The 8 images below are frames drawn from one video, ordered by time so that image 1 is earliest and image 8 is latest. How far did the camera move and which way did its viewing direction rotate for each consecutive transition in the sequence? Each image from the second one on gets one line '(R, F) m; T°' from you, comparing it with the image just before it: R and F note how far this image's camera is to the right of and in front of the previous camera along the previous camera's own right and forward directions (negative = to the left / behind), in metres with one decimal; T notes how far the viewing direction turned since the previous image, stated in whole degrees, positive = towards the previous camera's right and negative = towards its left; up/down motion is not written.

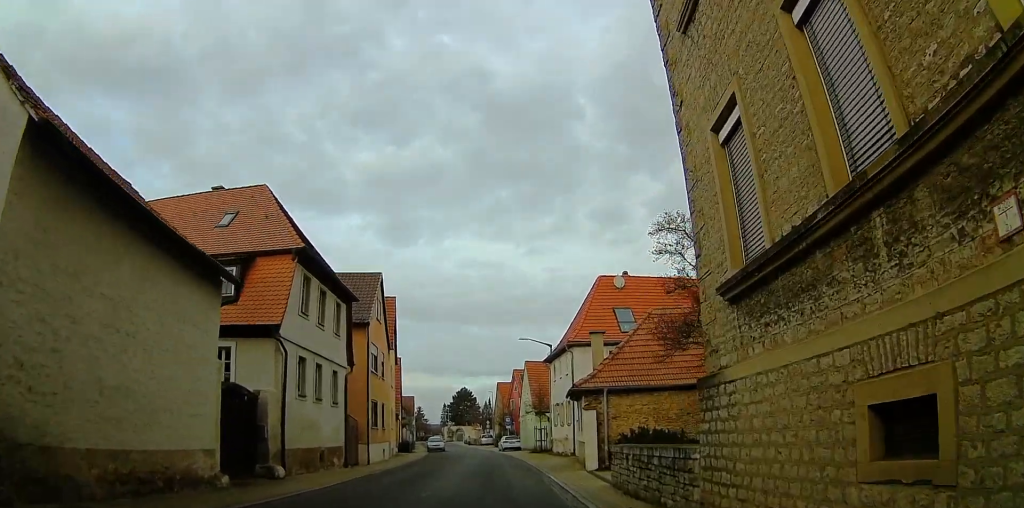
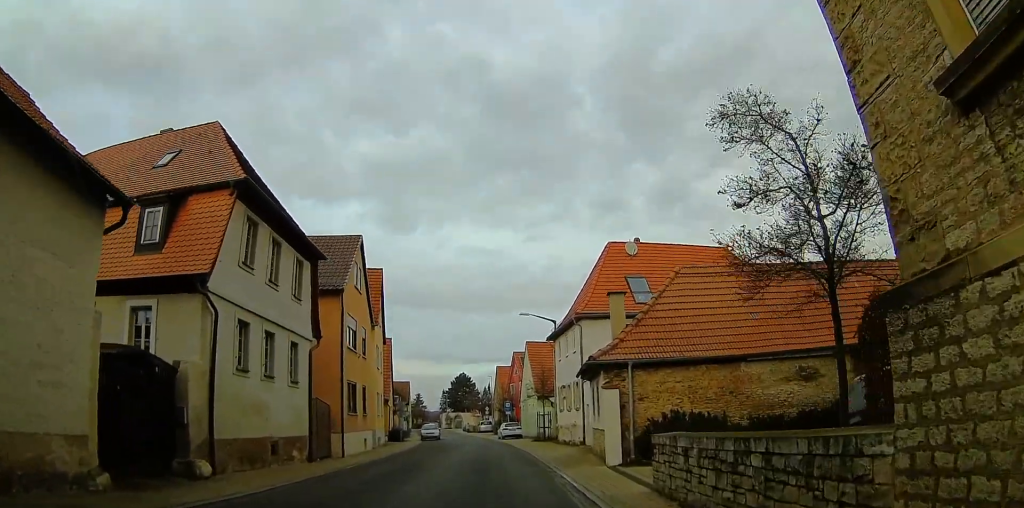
(+0.3, +4.0) m; +10°
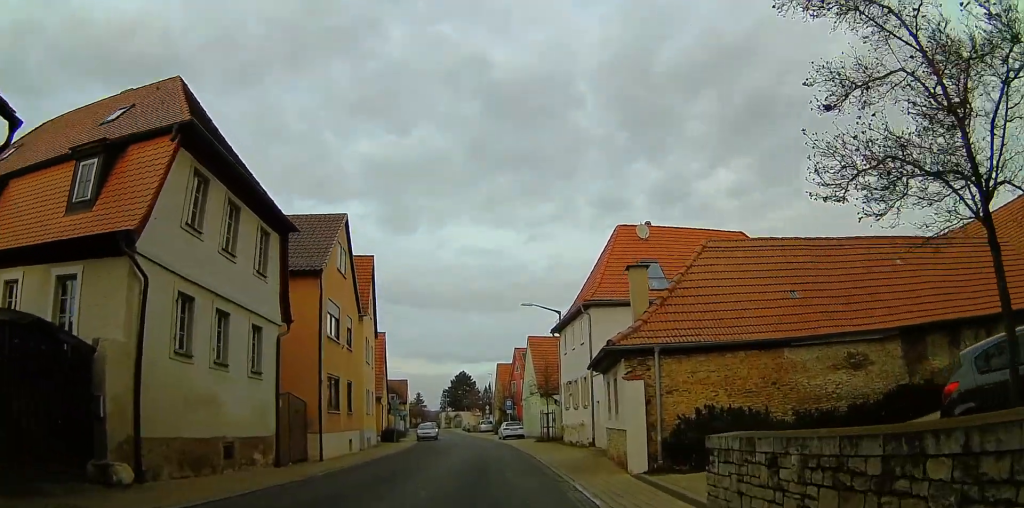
(-0.2, +2.7) m; +7°
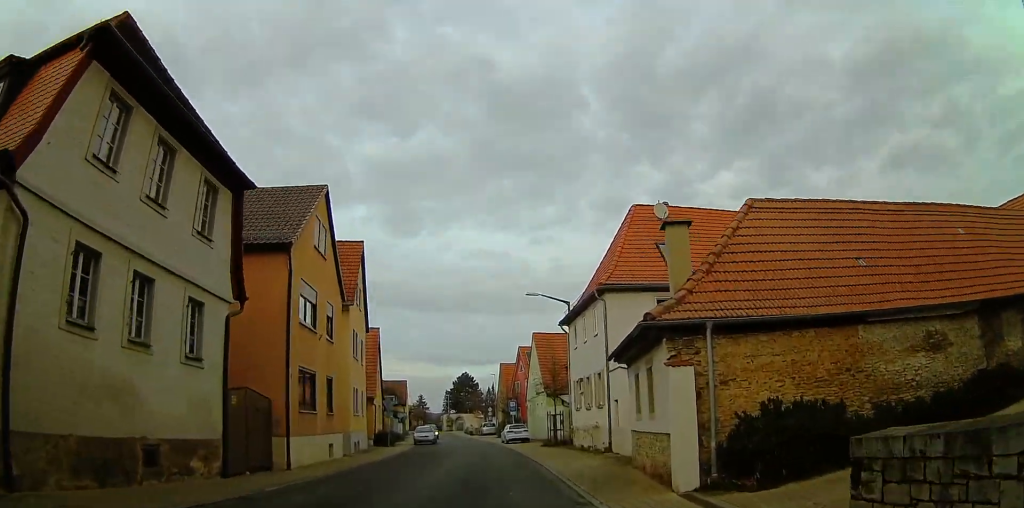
(+0.6, +4.6) m; +3°
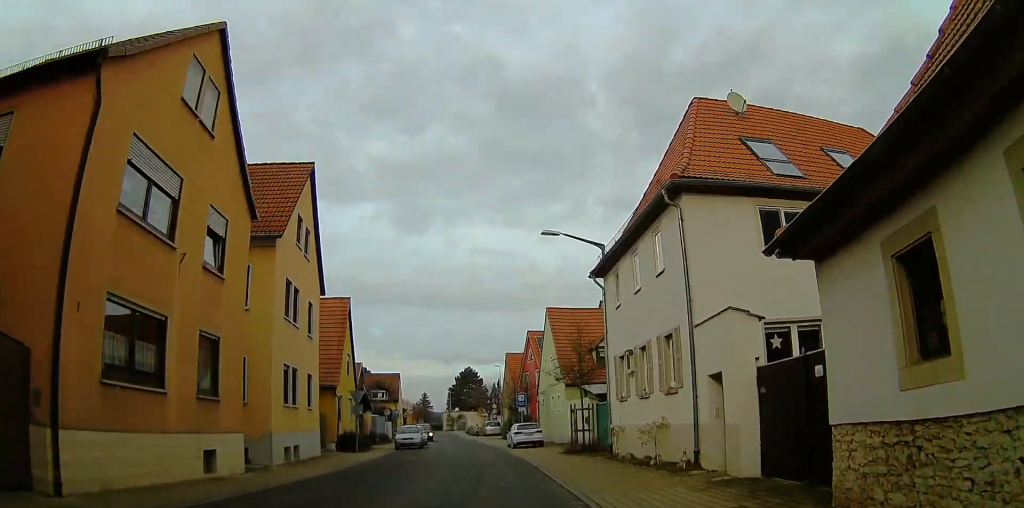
(+0.8, +14.2) m; -1°
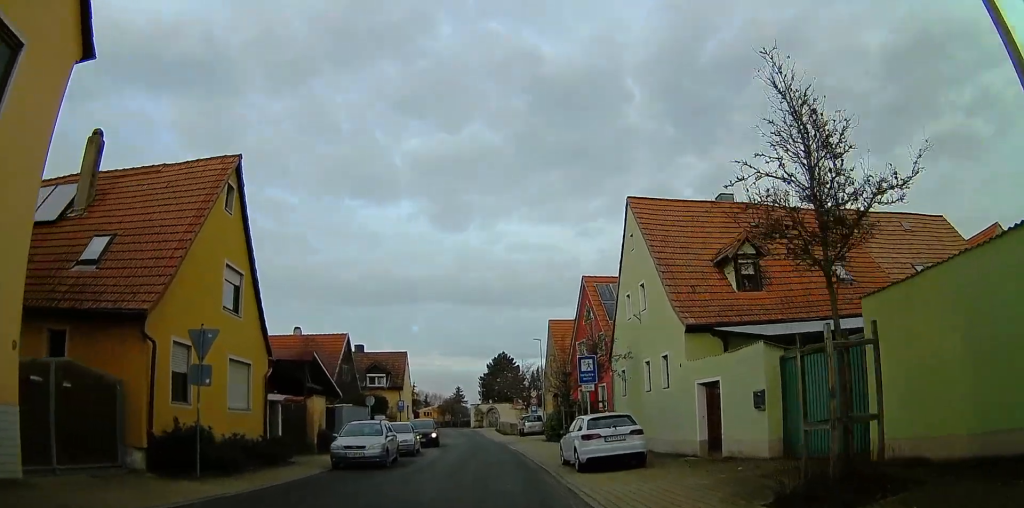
(-7.6, +19.1) m; -32°
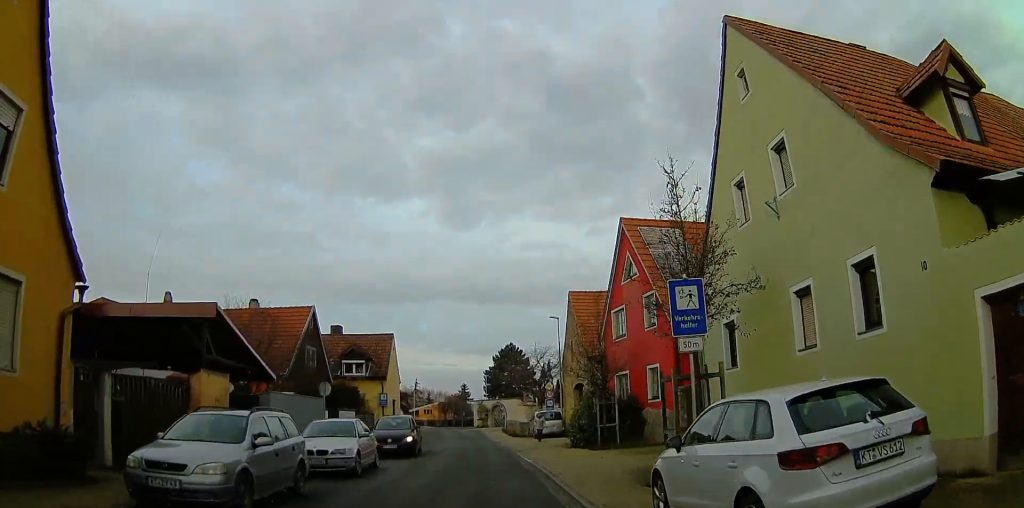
(+1.1, +10.5) m; -5°
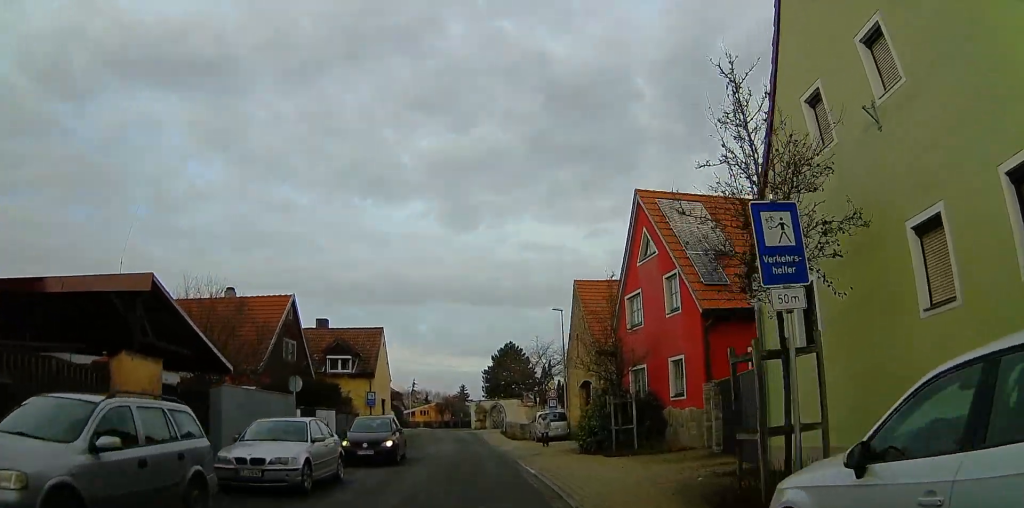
(-0.1, +3.7) m; -7°
